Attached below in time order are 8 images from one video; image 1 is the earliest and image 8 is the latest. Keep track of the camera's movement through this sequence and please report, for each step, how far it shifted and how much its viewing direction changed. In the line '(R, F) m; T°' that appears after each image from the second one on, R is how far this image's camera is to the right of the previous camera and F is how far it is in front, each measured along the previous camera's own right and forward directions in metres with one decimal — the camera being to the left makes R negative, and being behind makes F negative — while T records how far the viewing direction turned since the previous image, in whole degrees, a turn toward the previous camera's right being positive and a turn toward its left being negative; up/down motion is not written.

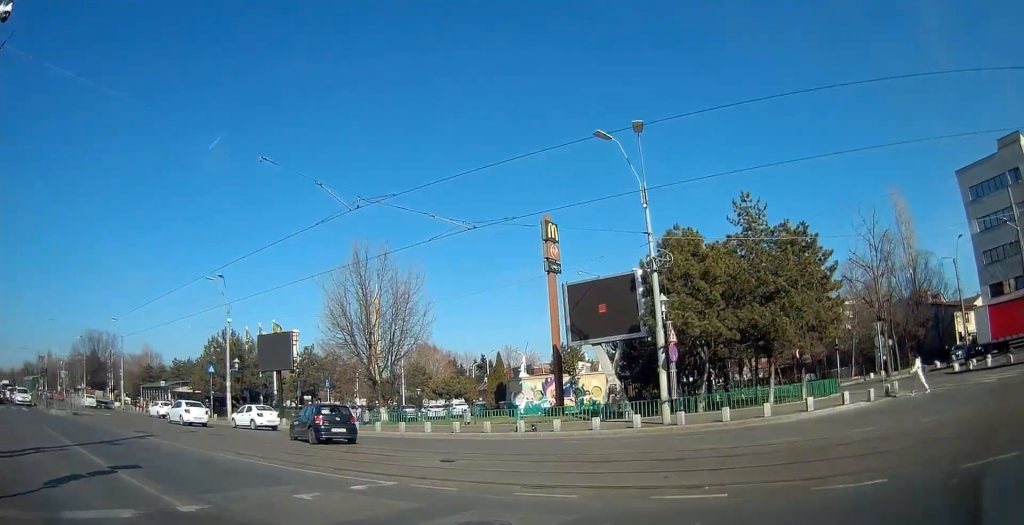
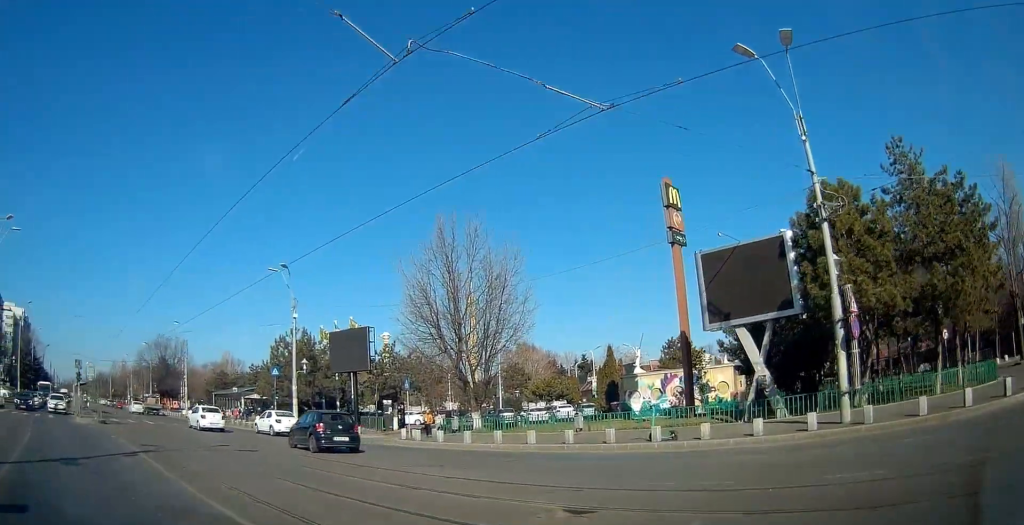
(-0.2, +8.6) m; -4°
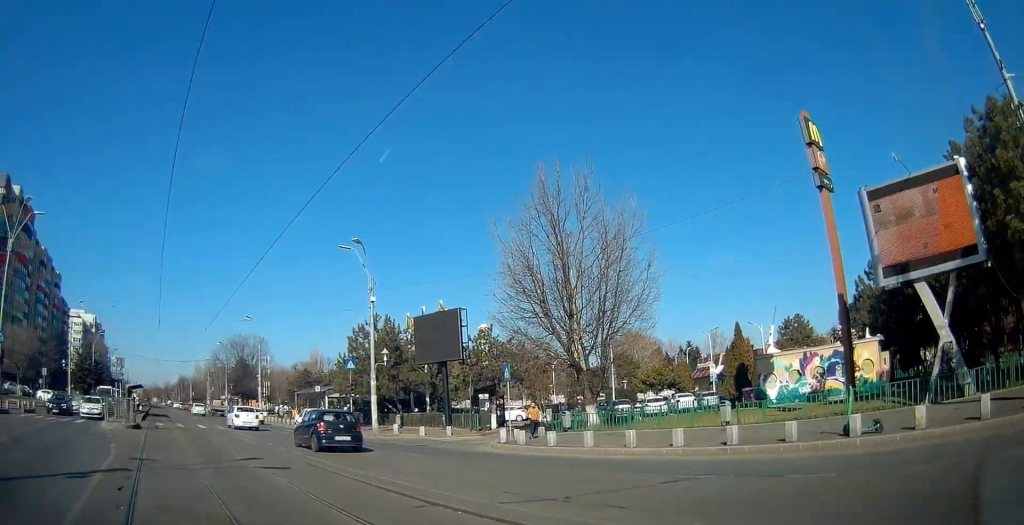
(-0.1, +9.2) m; -5°
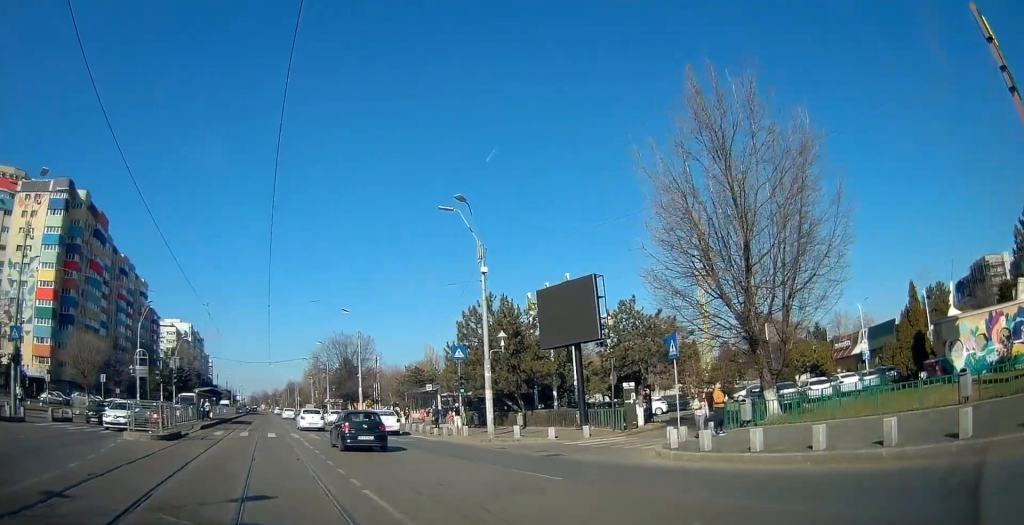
(-1.0, +13.2) m; -7°
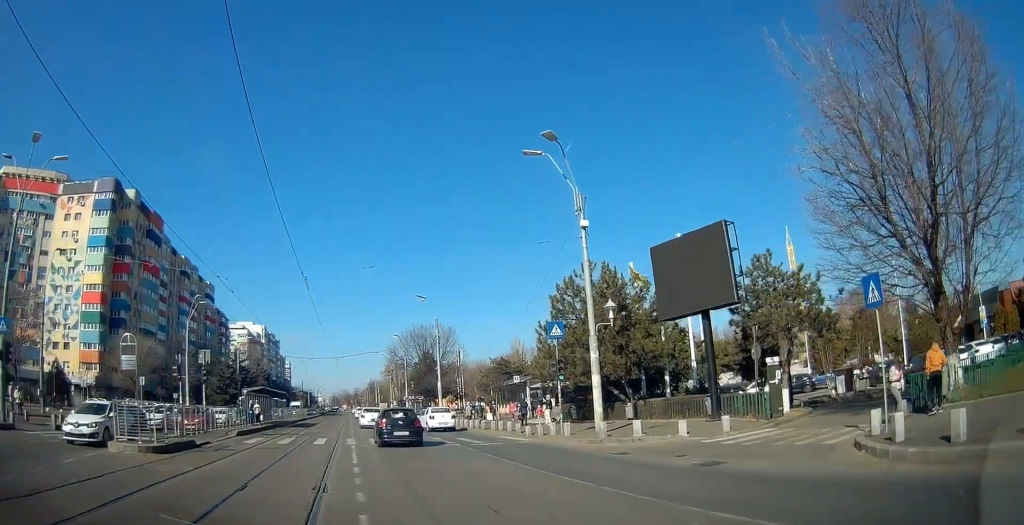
(-0.7, +12.9) m; -5°
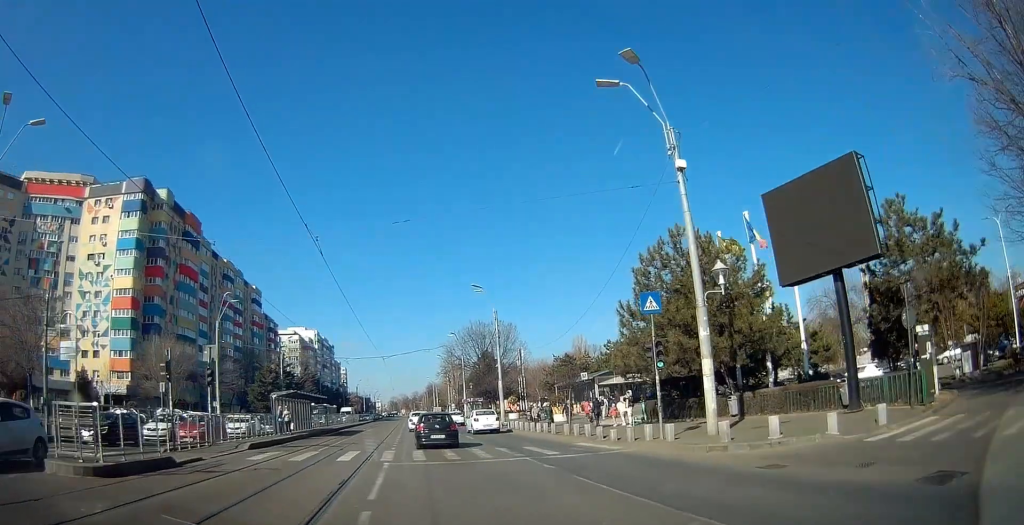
(-0.3, +11.4) m; -4°
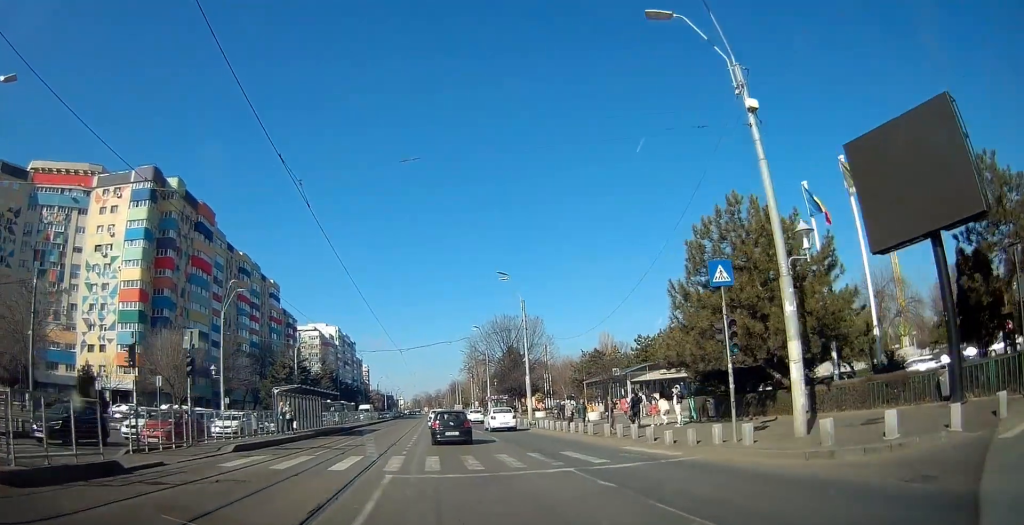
(-0.1, +7.2) m; -2°
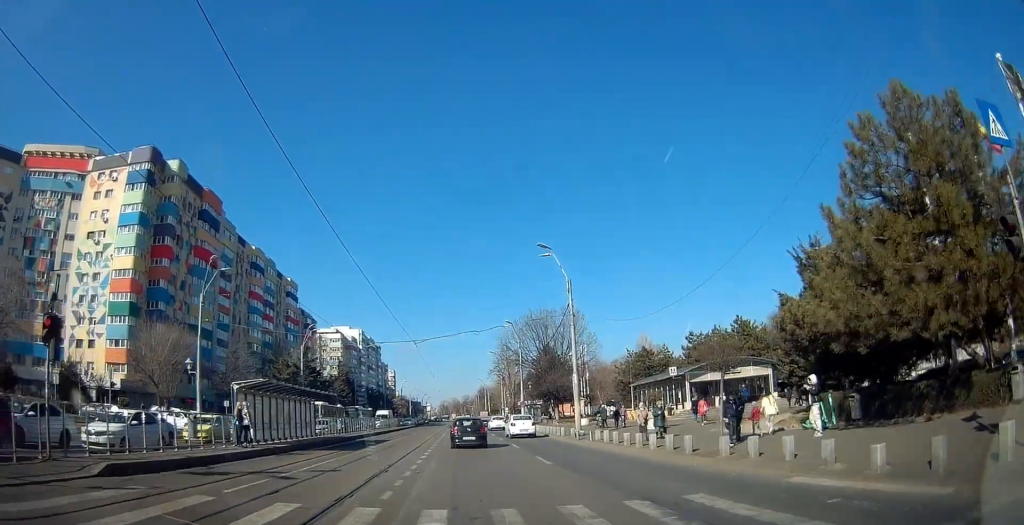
(-0.8, +15.2) m; -9°
